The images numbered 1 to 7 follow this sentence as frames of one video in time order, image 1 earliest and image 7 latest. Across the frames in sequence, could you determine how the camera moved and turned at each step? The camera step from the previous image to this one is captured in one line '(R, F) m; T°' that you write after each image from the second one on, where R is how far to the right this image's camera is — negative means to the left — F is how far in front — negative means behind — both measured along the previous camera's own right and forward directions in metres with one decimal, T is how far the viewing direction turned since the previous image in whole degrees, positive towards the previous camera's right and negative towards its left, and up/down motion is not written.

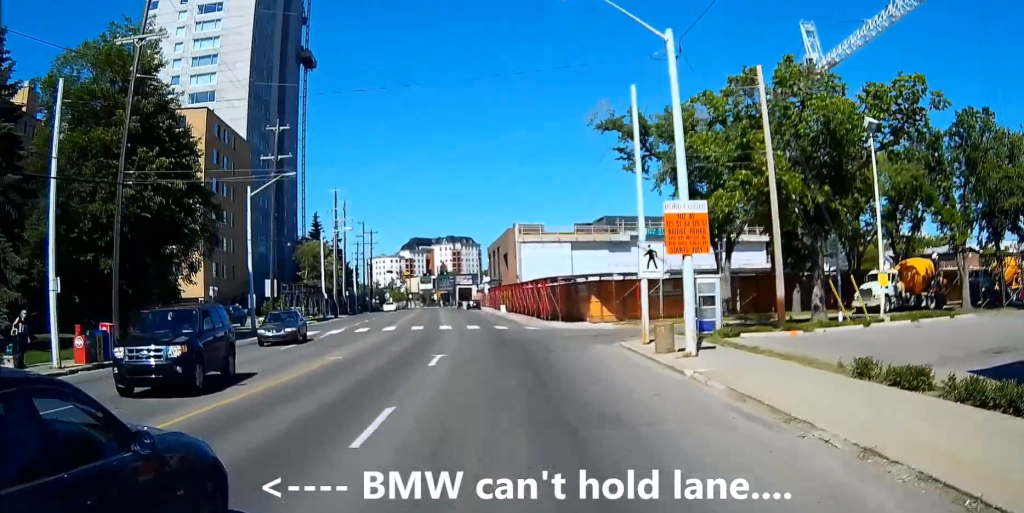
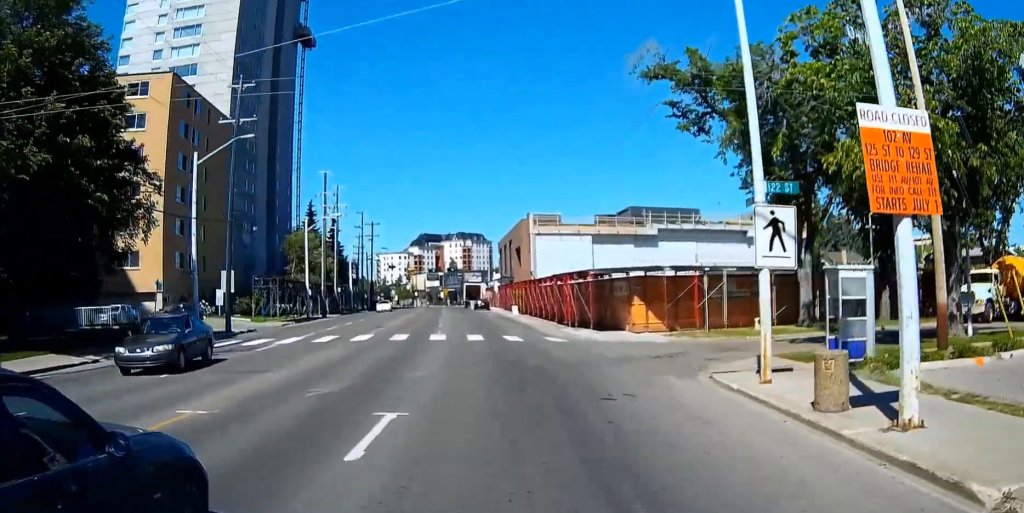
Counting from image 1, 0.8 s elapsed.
(-0.1, +10.9) m; -1°
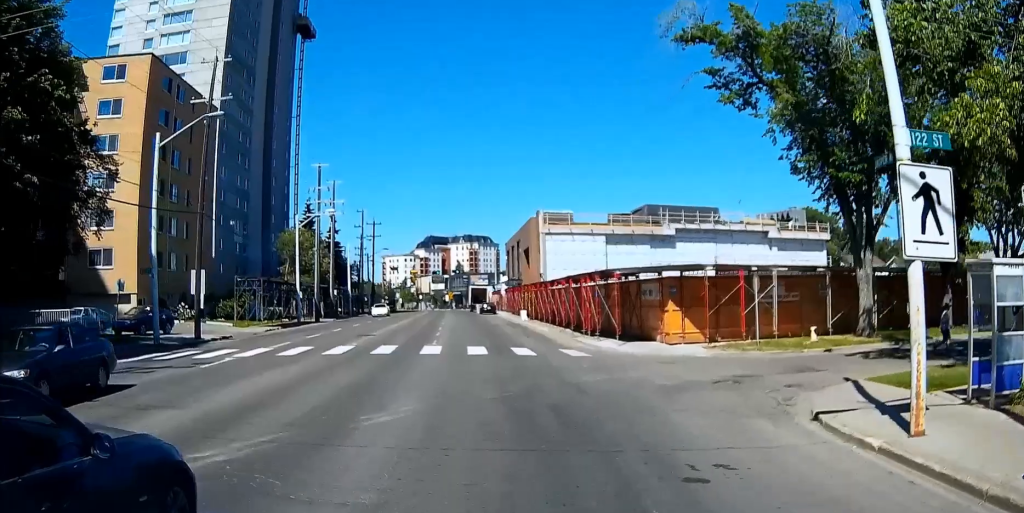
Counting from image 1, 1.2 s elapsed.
(0.0, +5.5) m; -1°
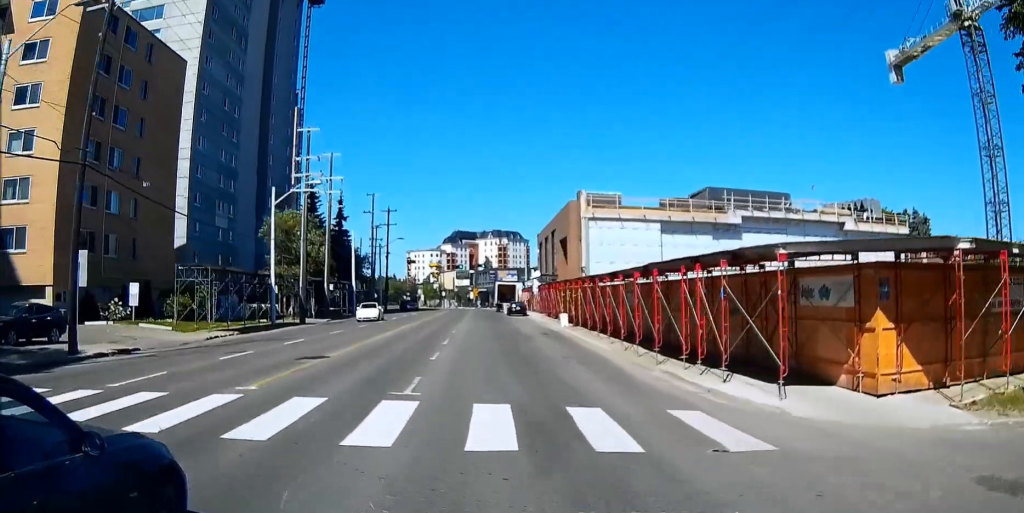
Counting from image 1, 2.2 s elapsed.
(-0.2, +14.4) m; -2°
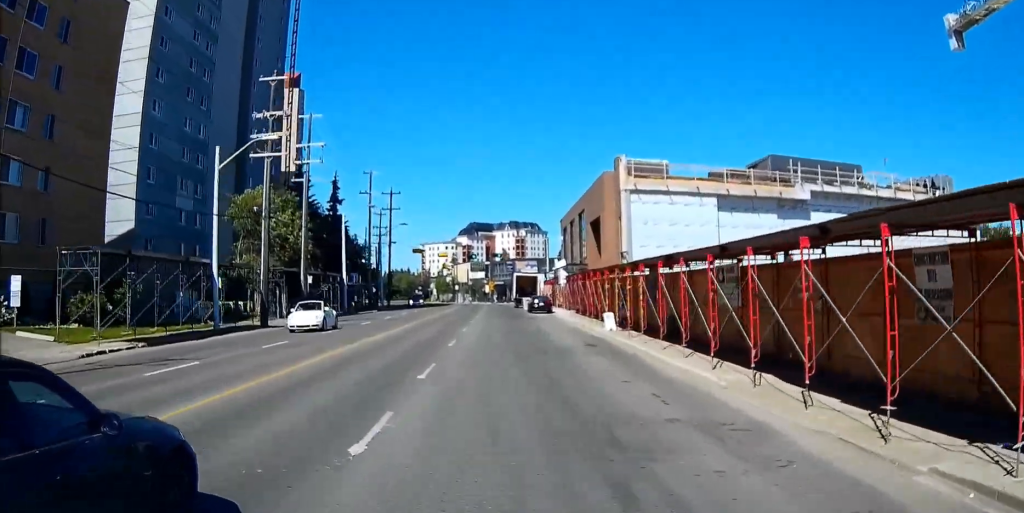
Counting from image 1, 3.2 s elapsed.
(-0.3, +12.8) m; -1°
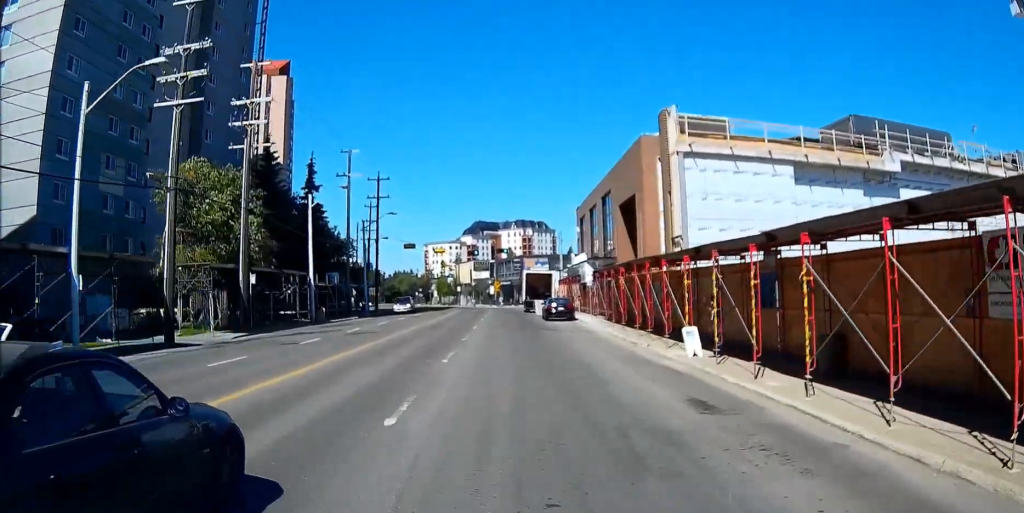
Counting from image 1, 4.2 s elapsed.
(+0.1, +13.5) m; -1°
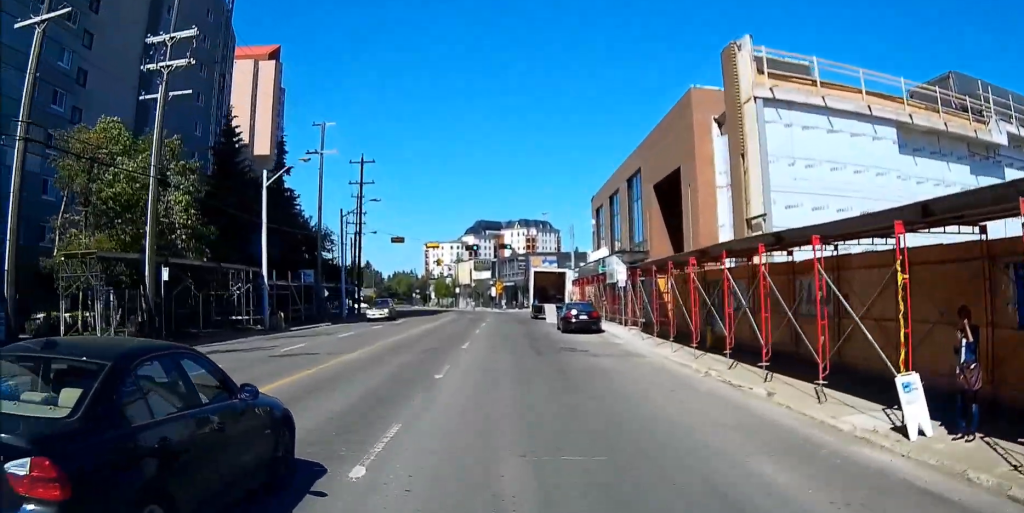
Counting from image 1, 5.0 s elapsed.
(-0.3, +11.1) m; -1°
